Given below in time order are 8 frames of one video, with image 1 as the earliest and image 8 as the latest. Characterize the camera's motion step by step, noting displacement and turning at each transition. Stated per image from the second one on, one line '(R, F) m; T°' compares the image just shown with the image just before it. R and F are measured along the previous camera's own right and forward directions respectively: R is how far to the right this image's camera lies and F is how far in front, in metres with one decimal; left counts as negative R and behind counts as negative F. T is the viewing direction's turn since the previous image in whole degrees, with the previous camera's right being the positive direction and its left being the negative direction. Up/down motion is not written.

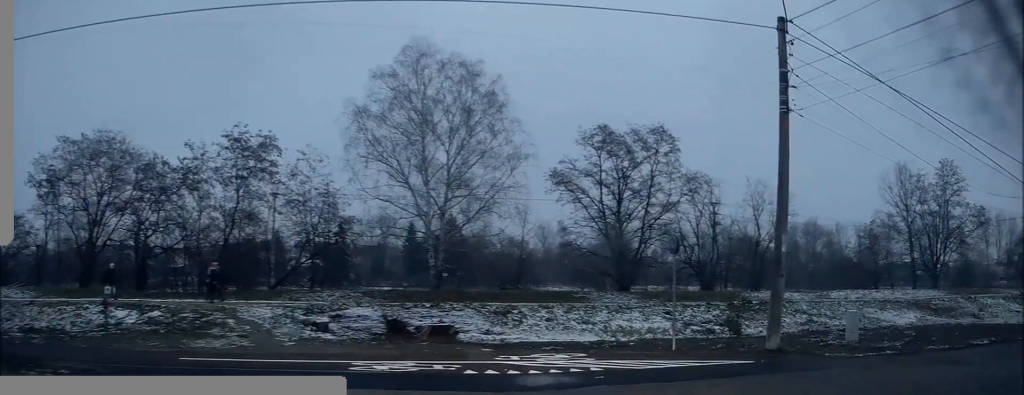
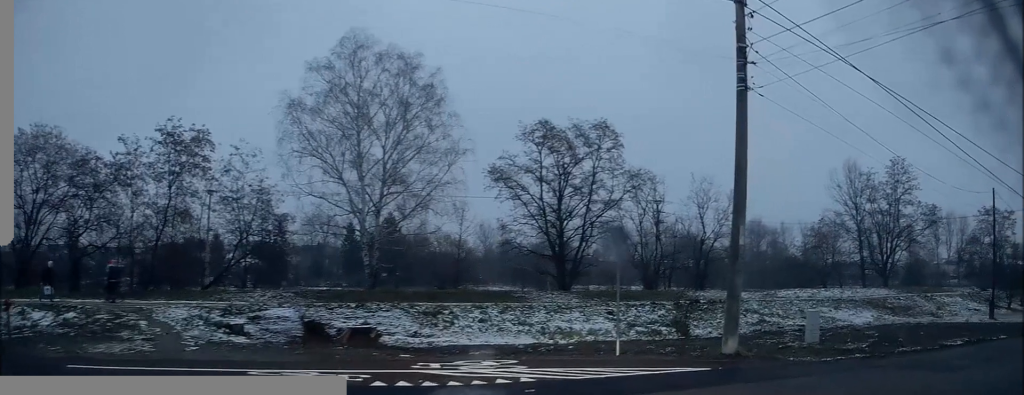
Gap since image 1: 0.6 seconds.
(0.0, +1.6) m; +11°
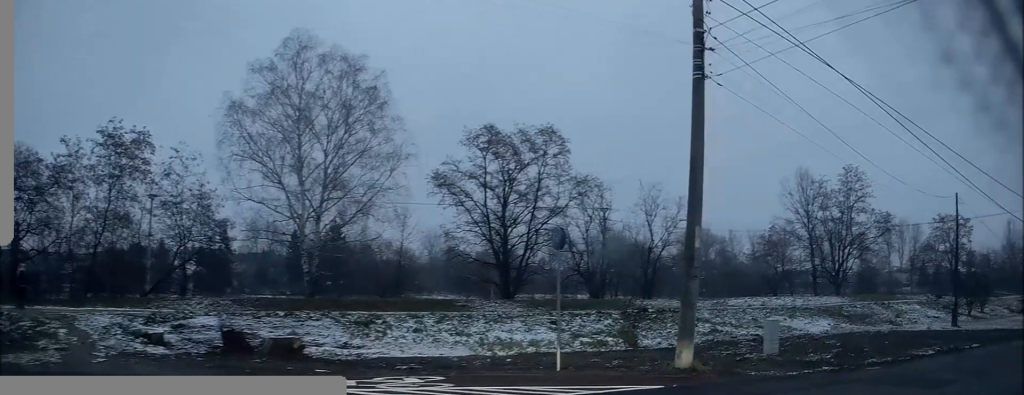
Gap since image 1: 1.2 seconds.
(+0.1, +1.3) m; +10°
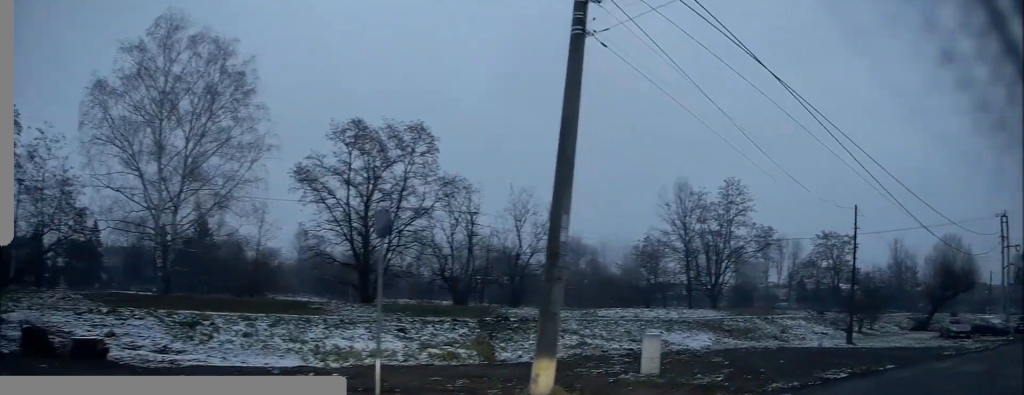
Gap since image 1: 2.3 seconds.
(+0.5, +2.6) m; +18°
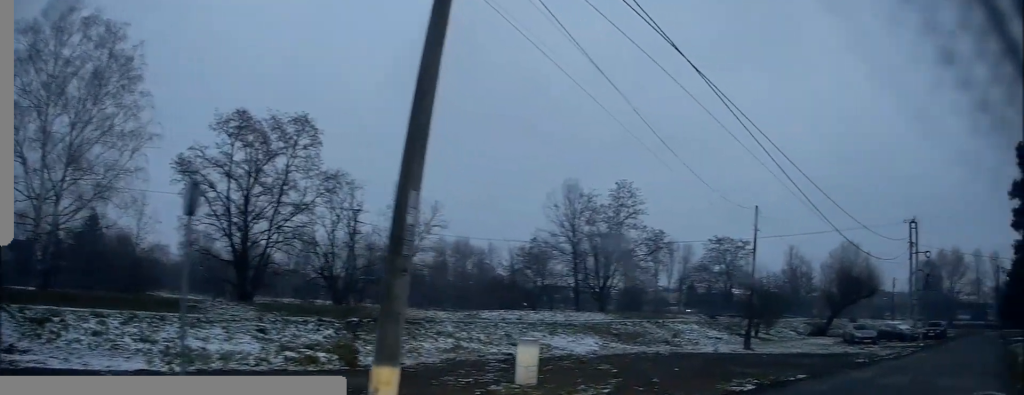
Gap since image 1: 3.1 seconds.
(+0.1, +1.8) m; +11°
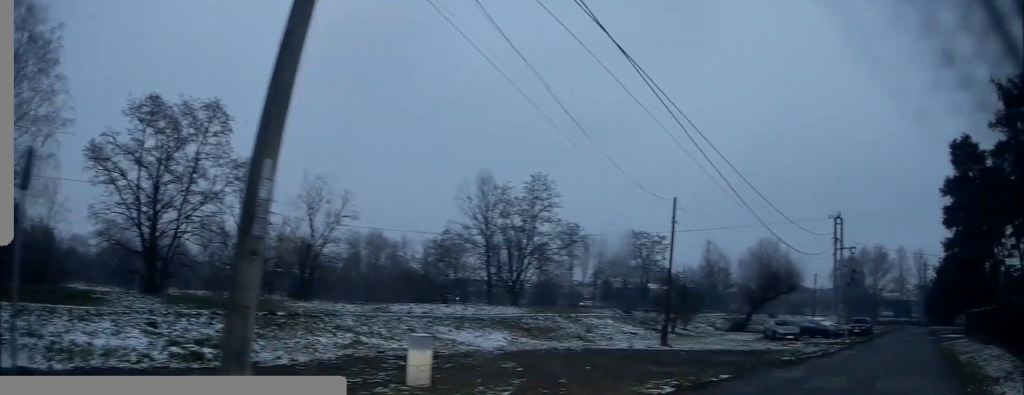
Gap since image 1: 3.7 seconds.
(+0.2, +1.2) m; +9°
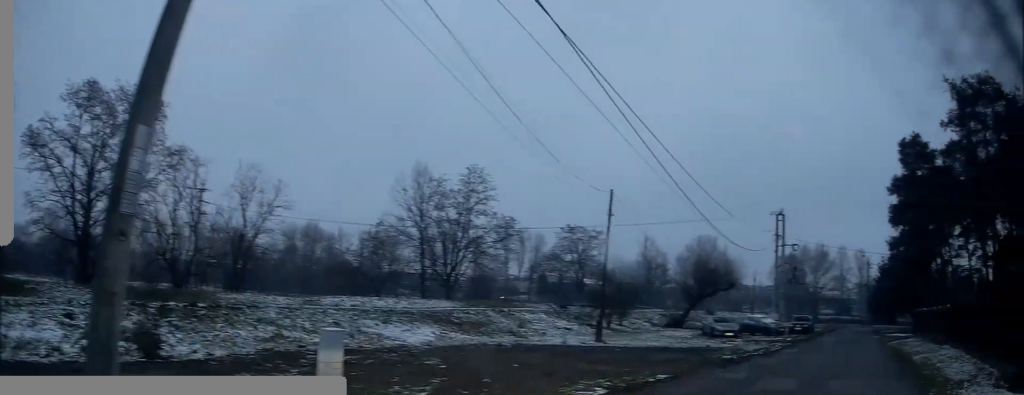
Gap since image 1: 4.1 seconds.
(0.0, +1.0) m; +5°
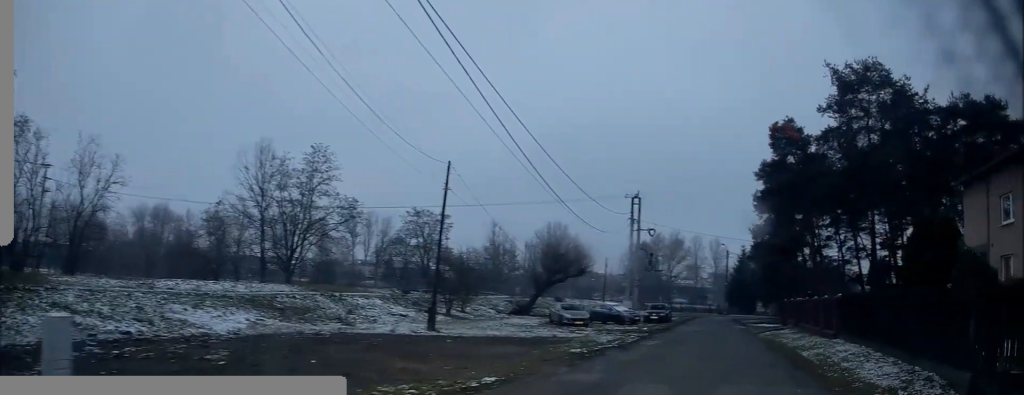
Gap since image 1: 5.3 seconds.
(+0.3, +3.3) m; +8°
